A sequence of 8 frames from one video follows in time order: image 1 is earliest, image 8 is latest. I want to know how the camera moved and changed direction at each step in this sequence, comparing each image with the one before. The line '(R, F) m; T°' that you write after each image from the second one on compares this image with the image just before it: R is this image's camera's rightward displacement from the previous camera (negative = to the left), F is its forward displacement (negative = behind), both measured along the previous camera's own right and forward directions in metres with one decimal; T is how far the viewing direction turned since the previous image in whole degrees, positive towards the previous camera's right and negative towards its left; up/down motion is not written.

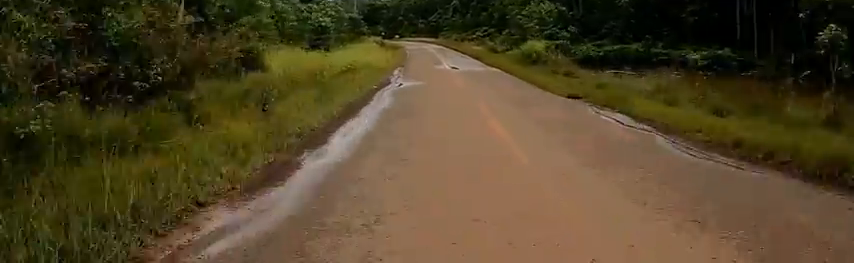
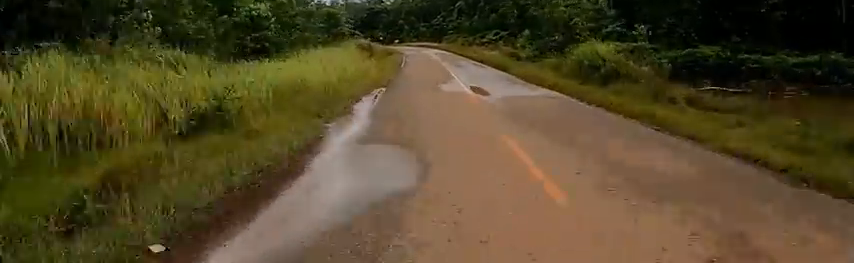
(+0.3, +10.9) m; +2°
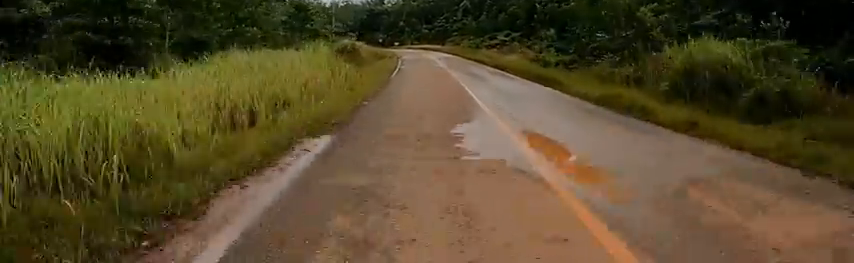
(+0.7, +8.0) m; +1°
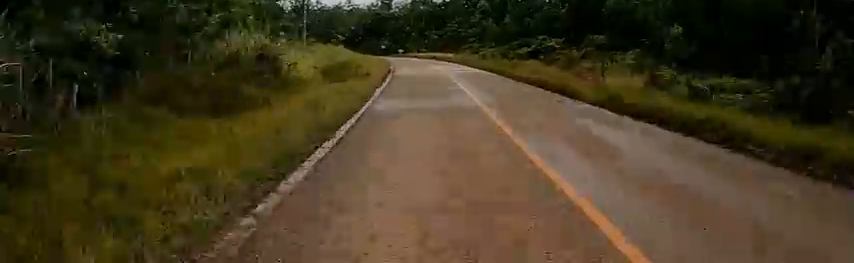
(-0.9, +16.2) m; -8°
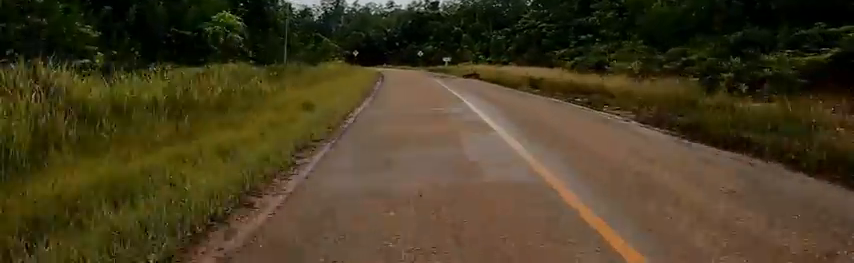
(-1.9, +35.3) m; -2°
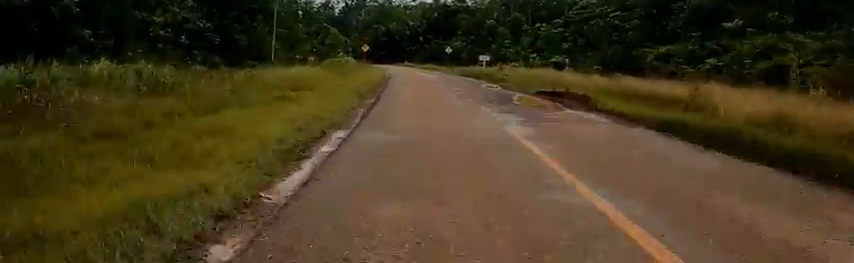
(-0.3, +14.5) m; -5°
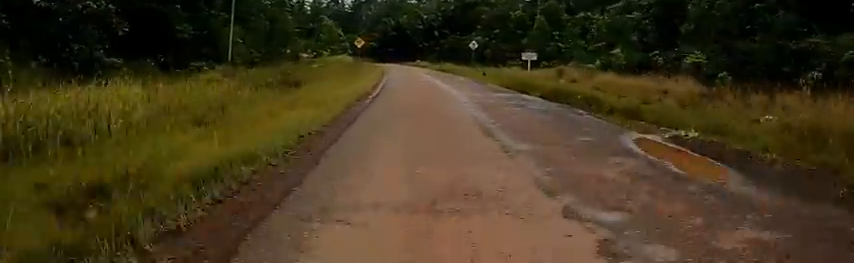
(-0.8, +14.0) m; -3°
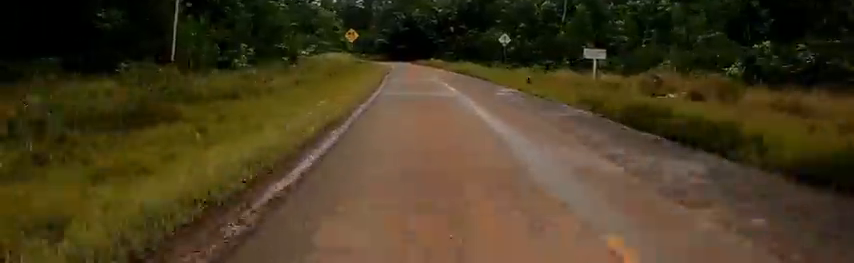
(0.0, +9.7) m; 0°
